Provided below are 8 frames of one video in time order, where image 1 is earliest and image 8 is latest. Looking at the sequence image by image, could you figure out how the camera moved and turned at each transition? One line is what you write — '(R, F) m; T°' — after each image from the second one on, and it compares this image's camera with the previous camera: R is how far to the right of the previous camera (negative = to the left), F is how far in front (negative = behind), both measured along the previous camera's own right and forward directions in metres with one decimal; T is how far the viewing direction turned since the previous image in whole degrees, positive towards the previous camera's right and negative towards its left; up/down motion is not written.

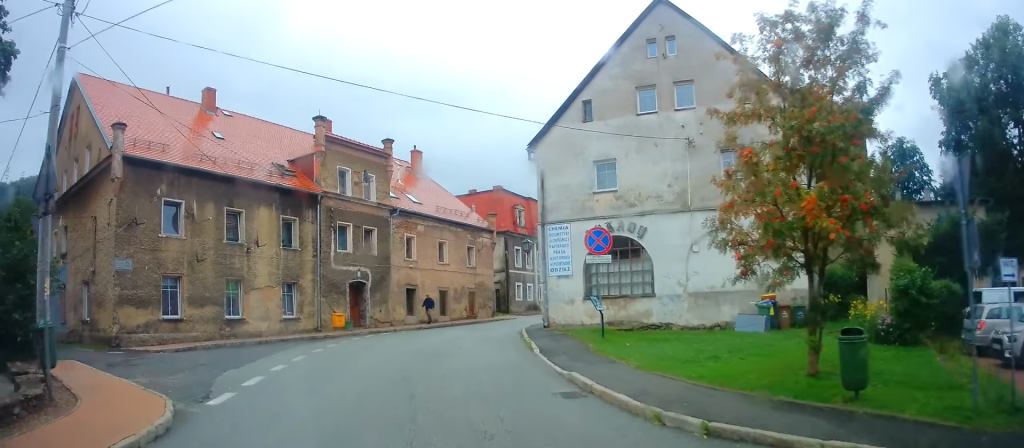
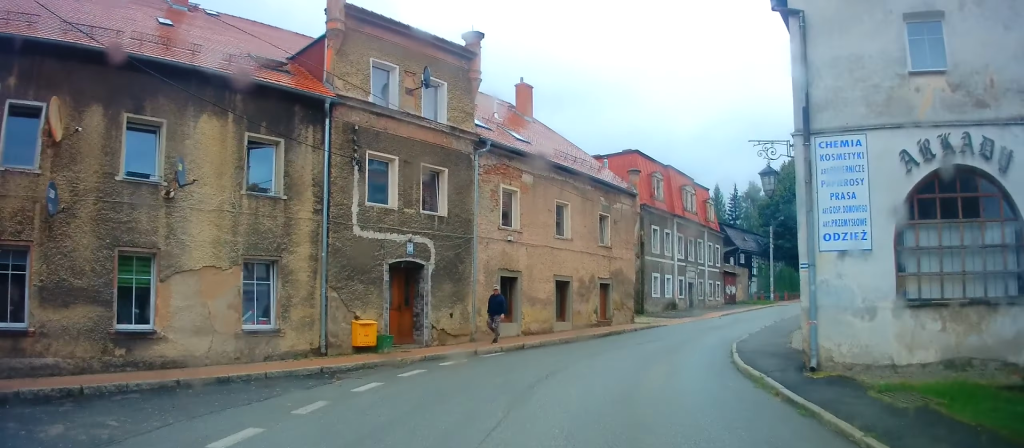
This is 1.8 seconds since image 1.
(-2.4, +12.8) m; -11°
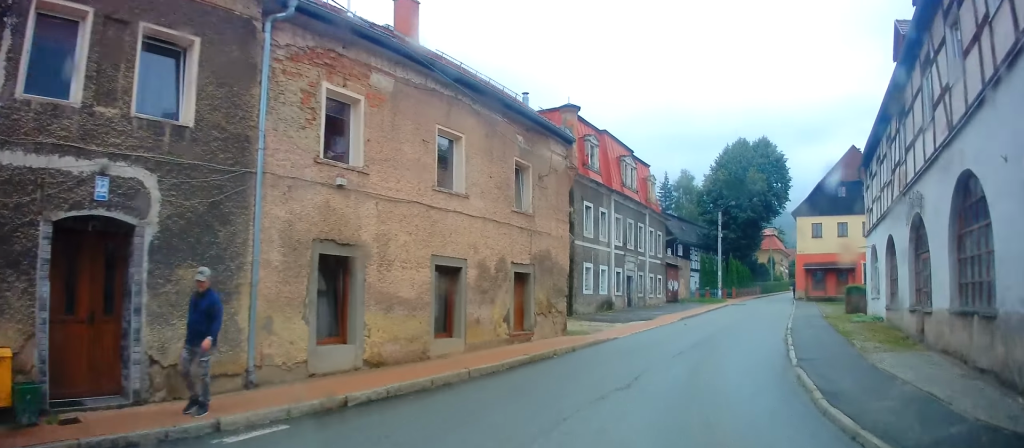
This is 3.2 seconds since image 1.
(+0.6, +9.9) m; +9°
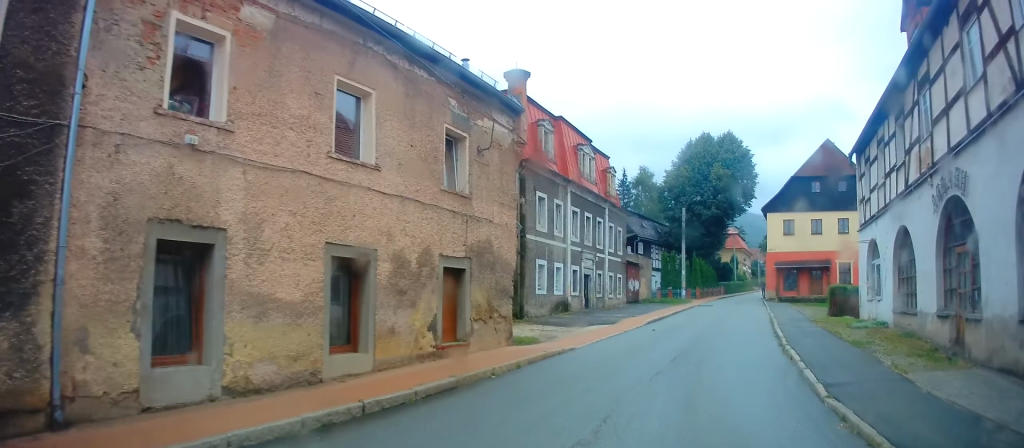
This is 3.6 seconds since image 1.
(-0.1, +3.2) m; +4°
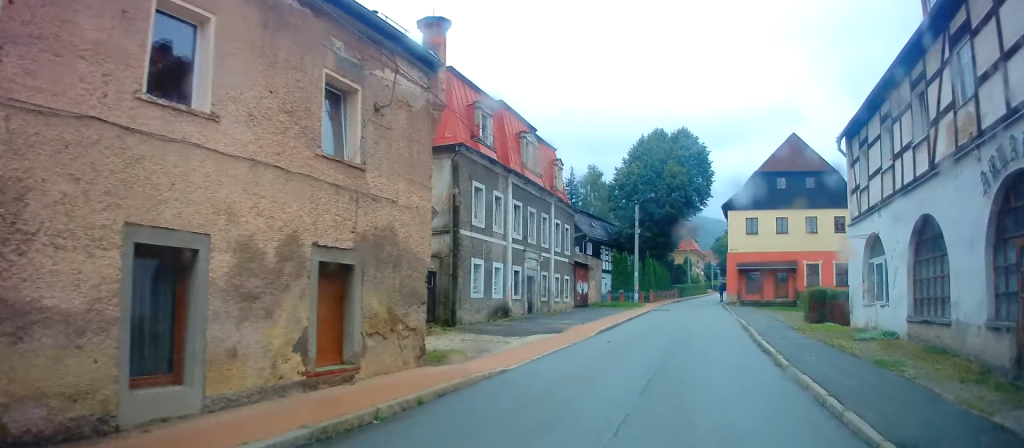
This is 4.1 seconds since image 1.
(+0.4, +3.5) m; +6°
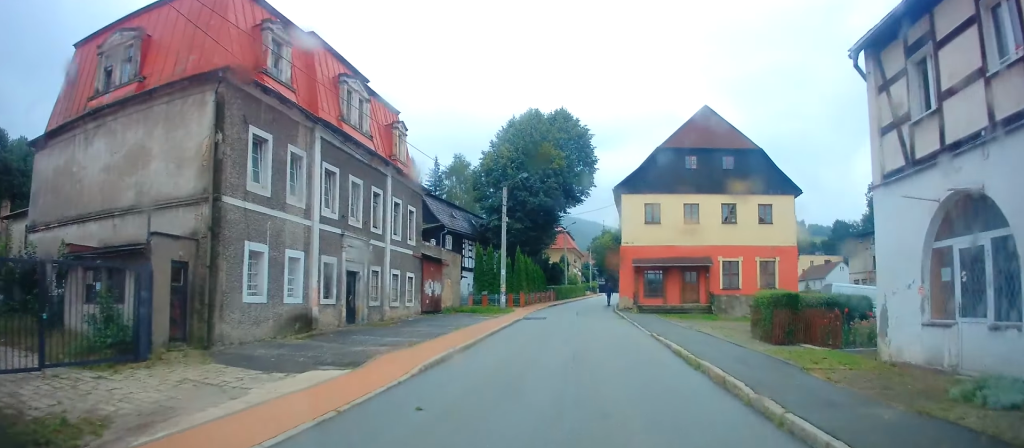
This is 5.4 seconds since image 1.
(+1.1, +9.4) m; +10°
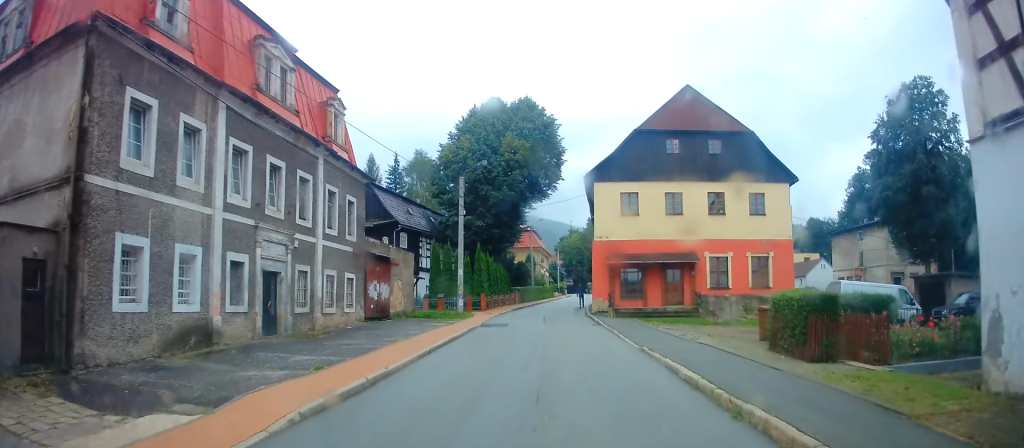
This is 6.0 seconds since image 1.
(+0.1, +4.4) m; +2°
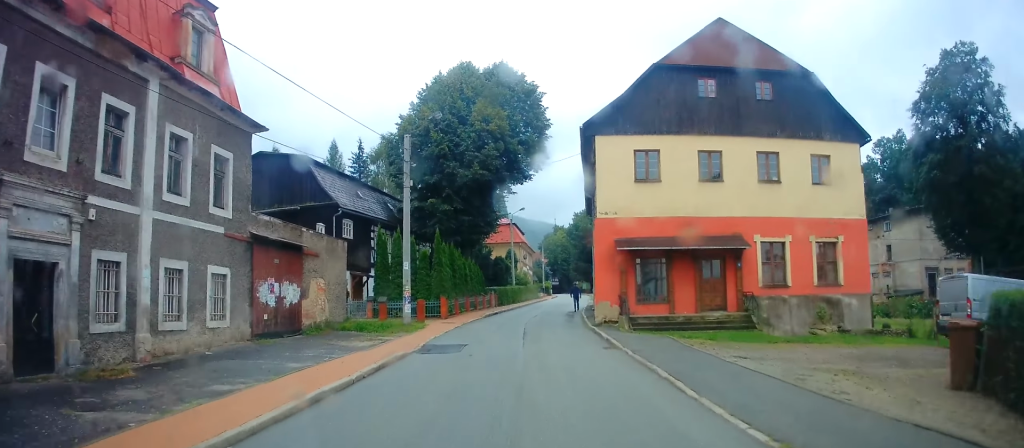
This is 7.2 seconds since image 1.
(+0.4, +9.7) m; +4°
